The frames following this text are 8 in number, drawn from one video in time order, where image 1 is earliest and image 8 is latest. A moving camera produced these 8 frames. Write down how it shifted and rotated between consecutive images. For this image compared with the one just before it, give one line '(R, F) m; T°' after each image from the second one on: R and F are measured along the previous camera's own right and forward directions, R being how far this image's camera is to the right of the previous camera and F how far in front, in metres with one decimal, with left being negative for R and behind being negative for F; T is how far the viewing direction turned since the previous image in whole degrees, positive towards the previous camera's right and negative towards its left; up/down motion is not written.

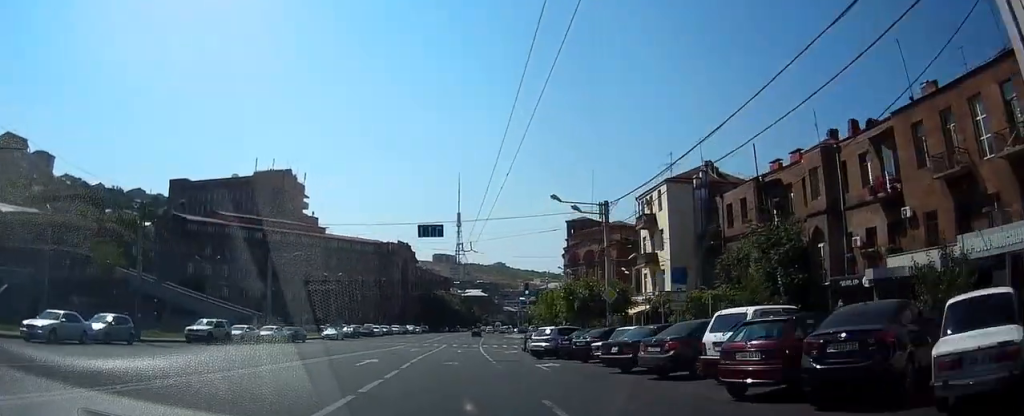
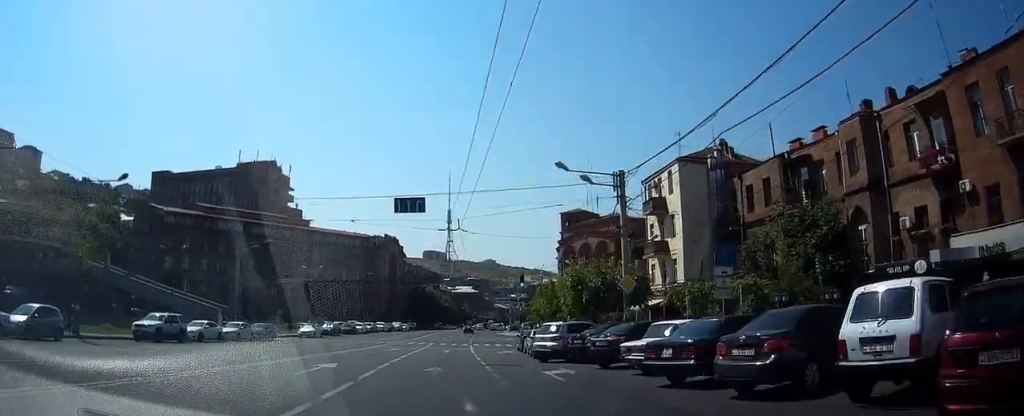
(+0.1, +5.2) m; 0°
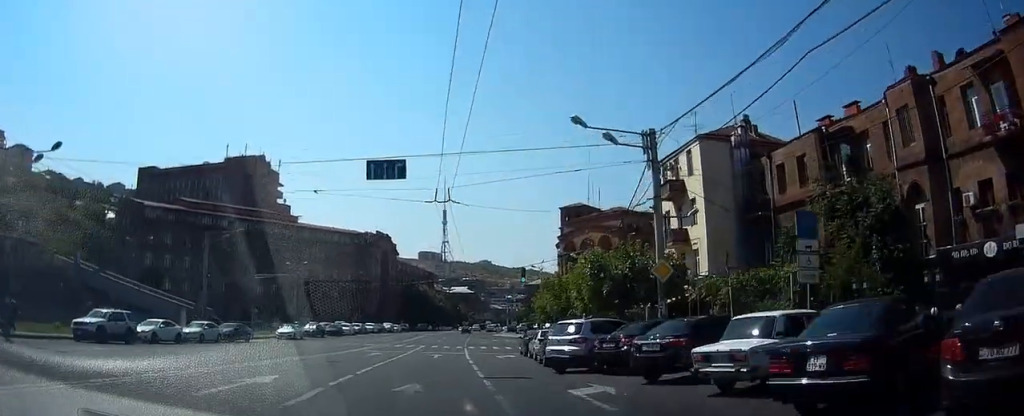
(-0.1, +5.6) m; 0°
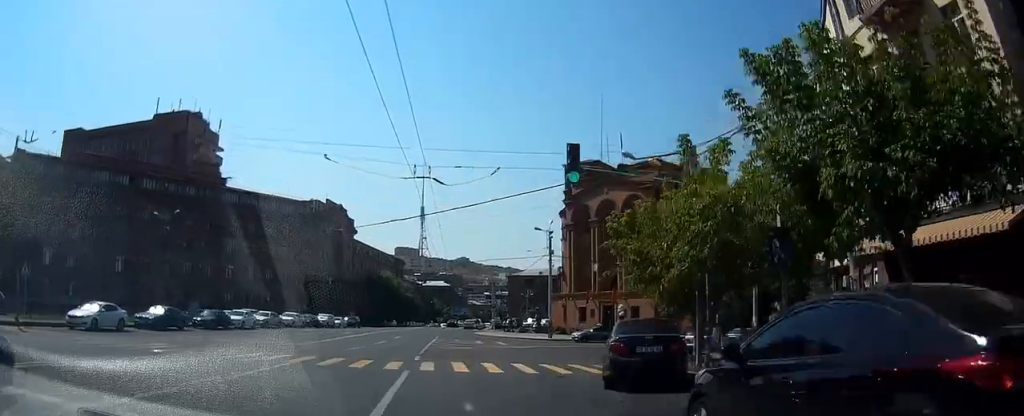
(+0.3, +29.9) m; +3°
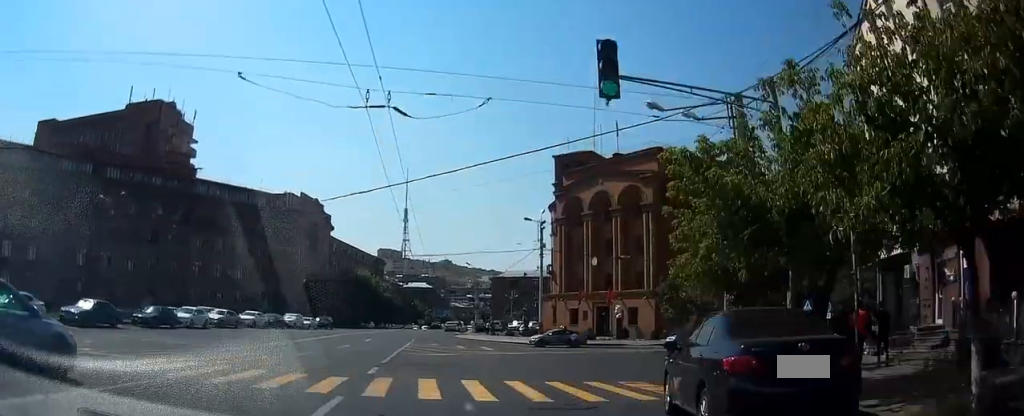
(+0.1, +6.5) m; +2°
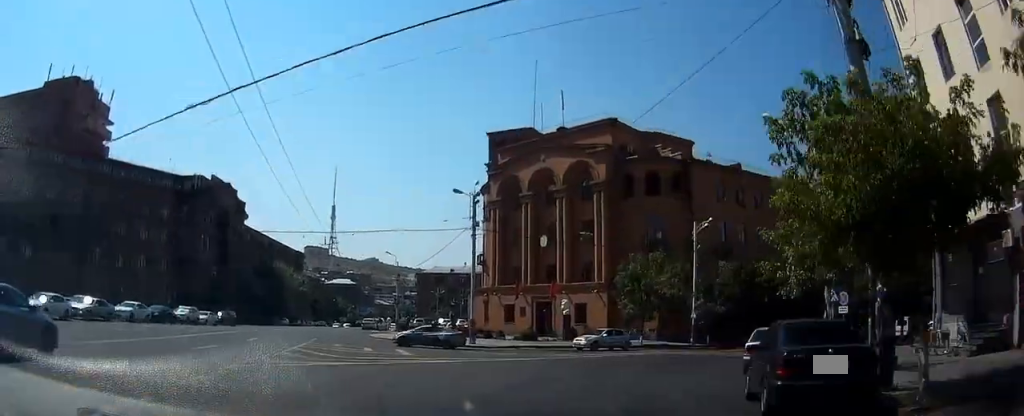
(+0.2, +10.2) m; +4°
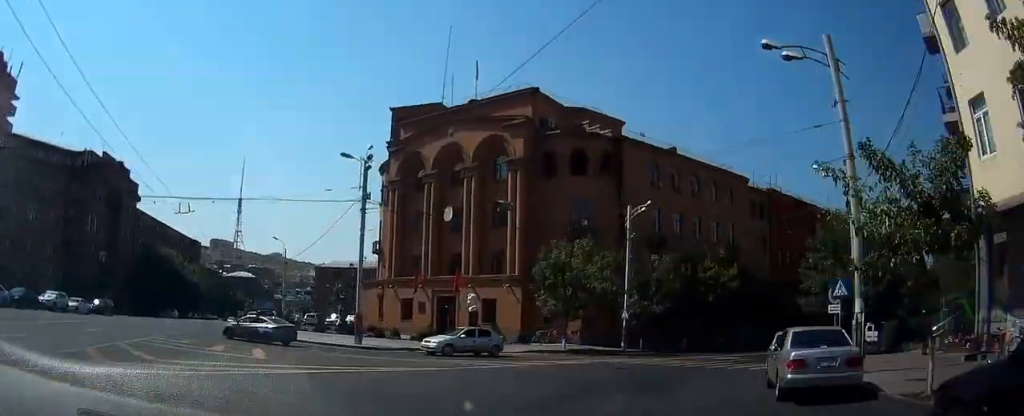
(+0.2, +8.1) m; +4°
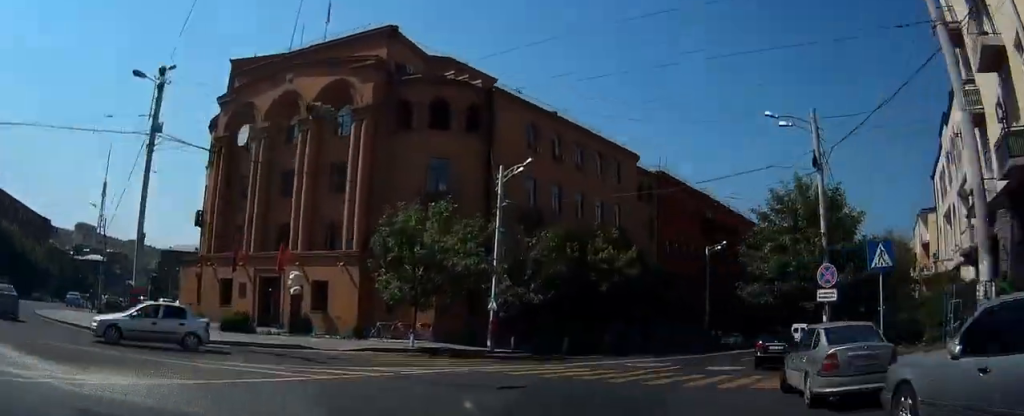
(+0.6, +10.1) m; +11°
